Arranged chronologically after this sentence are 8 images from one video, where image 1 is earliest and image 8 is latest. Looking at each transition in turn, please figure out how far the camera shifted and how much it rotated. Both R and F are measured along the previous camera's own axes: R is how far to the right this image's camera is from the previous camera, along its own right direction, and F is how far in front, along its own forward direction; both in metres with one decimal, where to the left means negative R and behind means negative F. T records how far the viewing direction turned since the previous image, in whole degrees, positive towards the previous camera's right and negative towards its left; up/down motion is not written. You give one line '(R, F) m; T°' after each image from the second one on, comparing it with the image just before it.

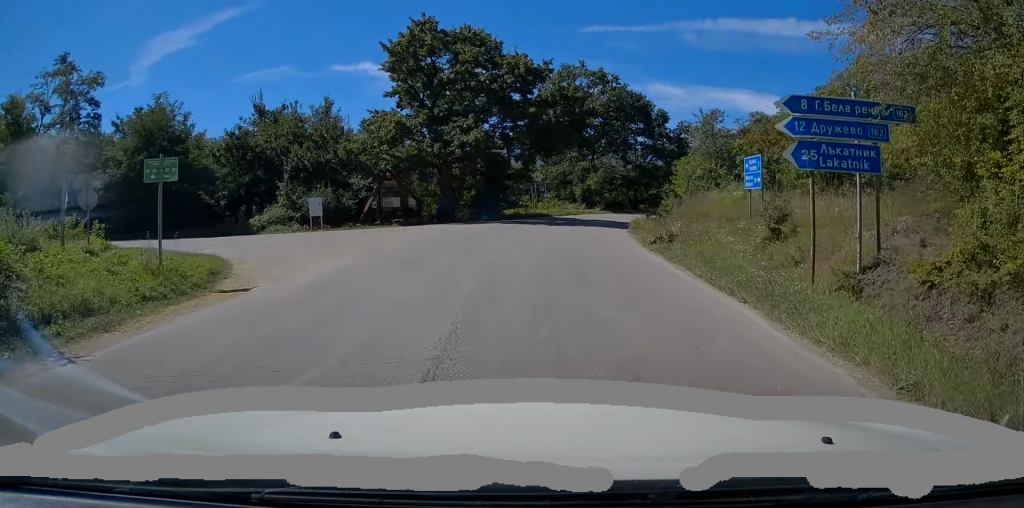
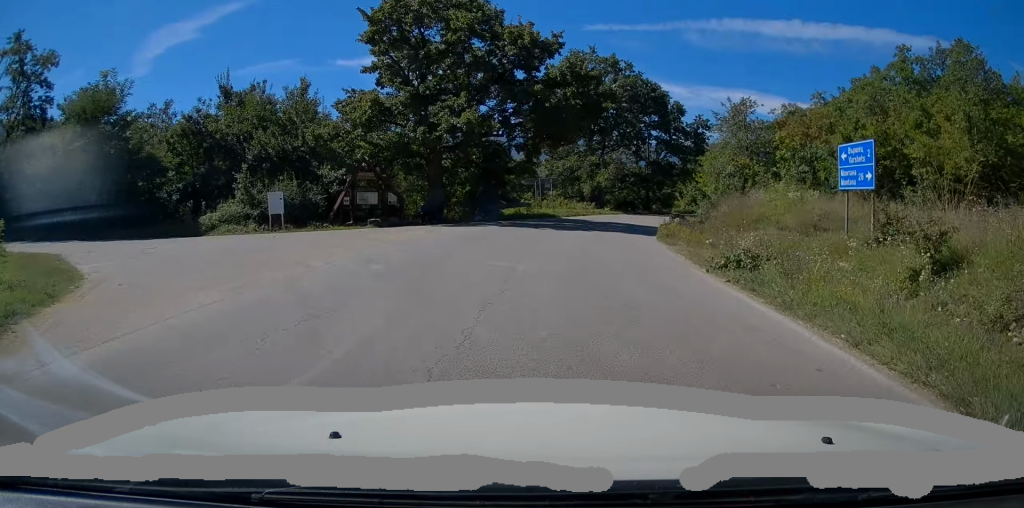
(0.0, +6.0) m; -5°
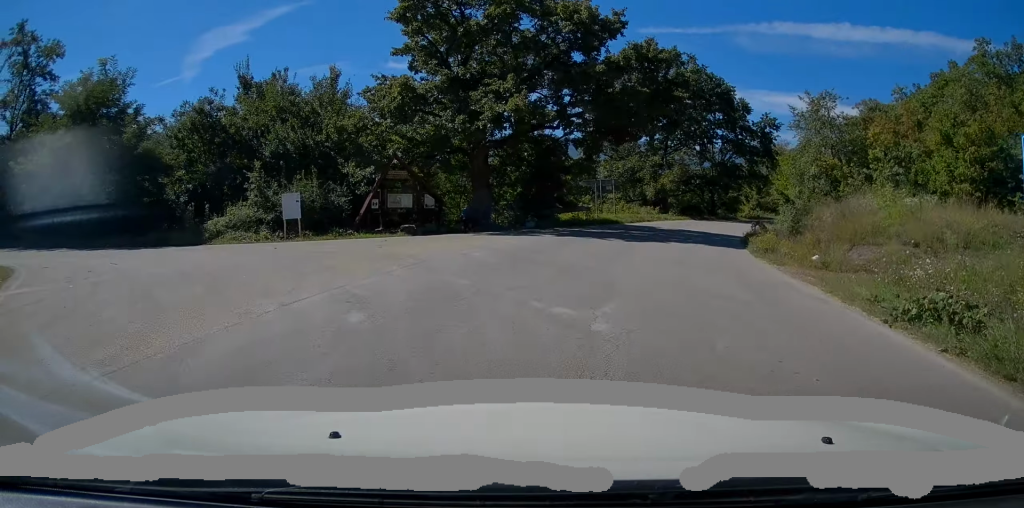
(+0.4, +4.6) m; -7°
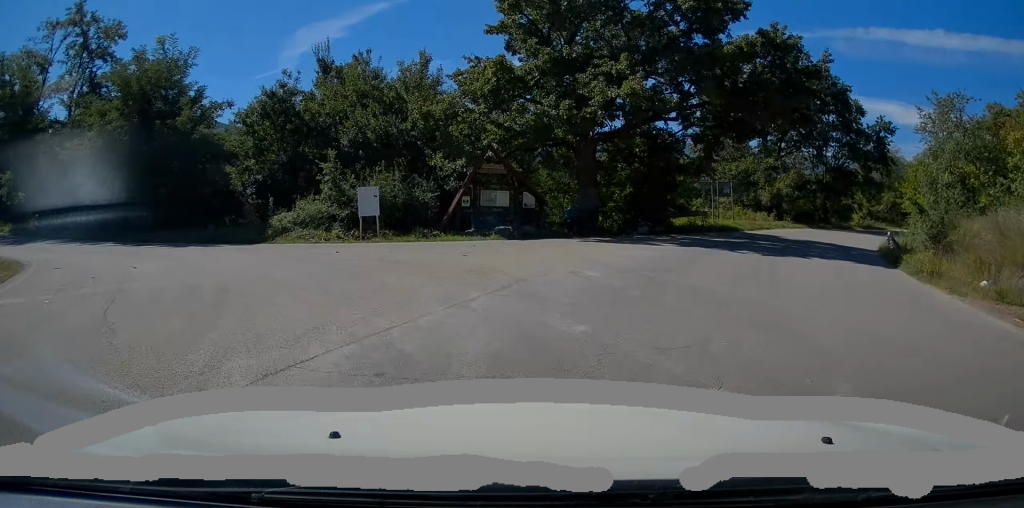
(-0.6, +3.0) m; -11°
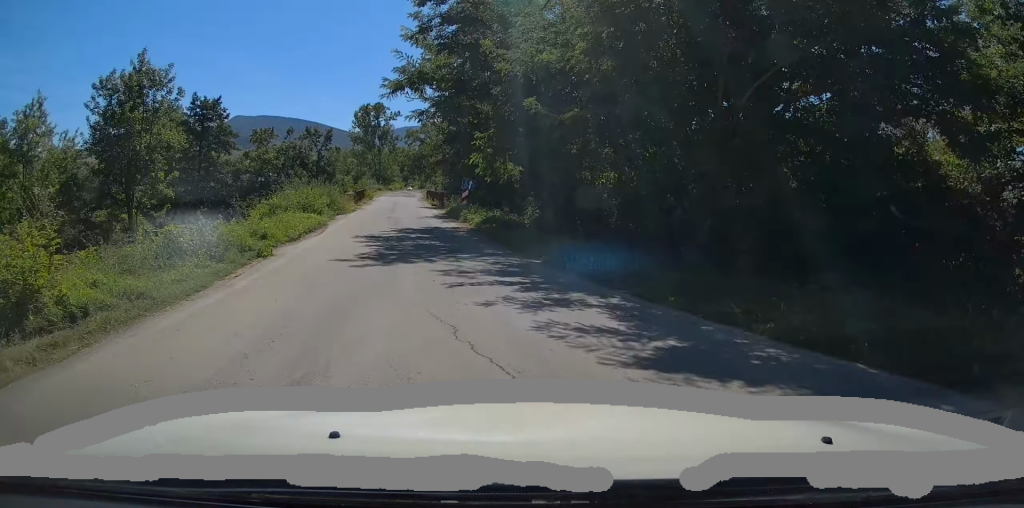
(-8.1, +14.0) m; -50°
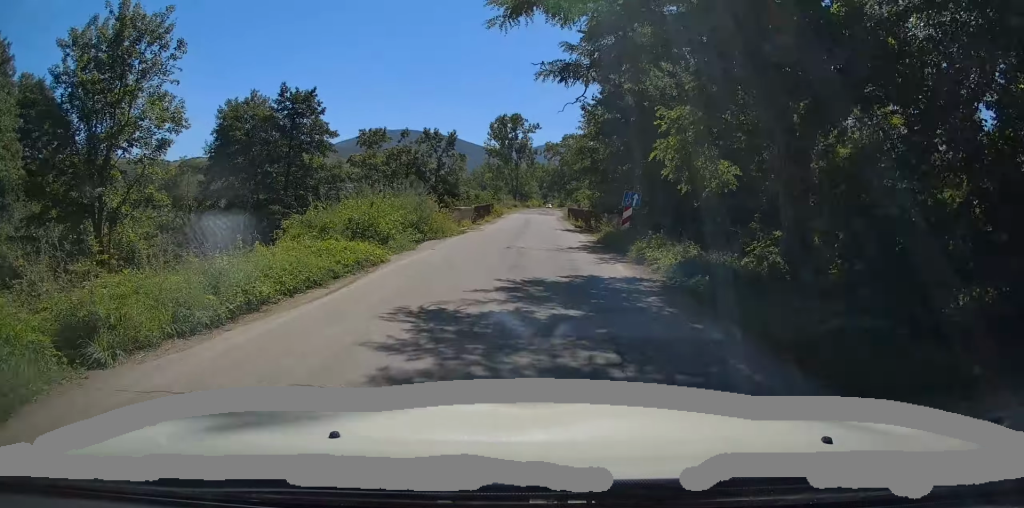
(-1.0, +10.8) m; -6°
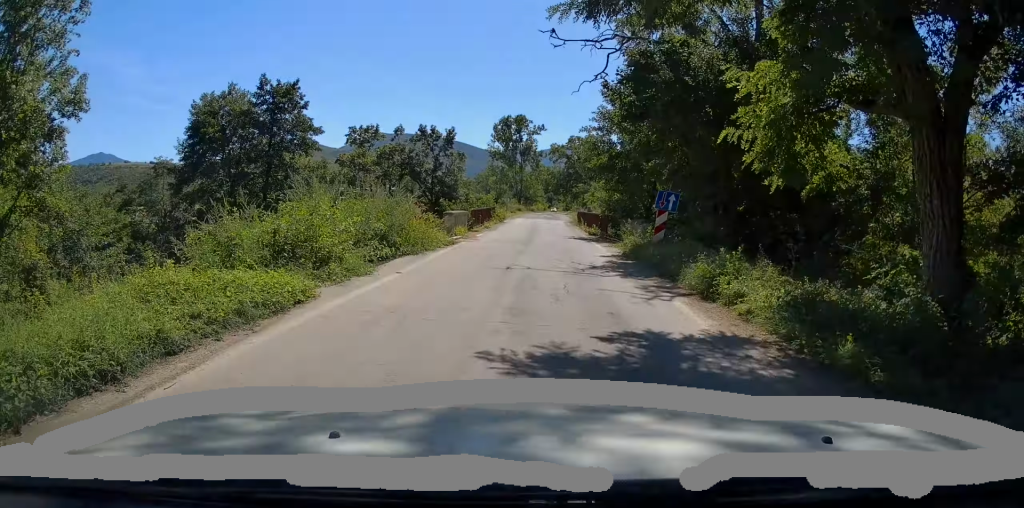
(+0.1, +4.9) m; +1°
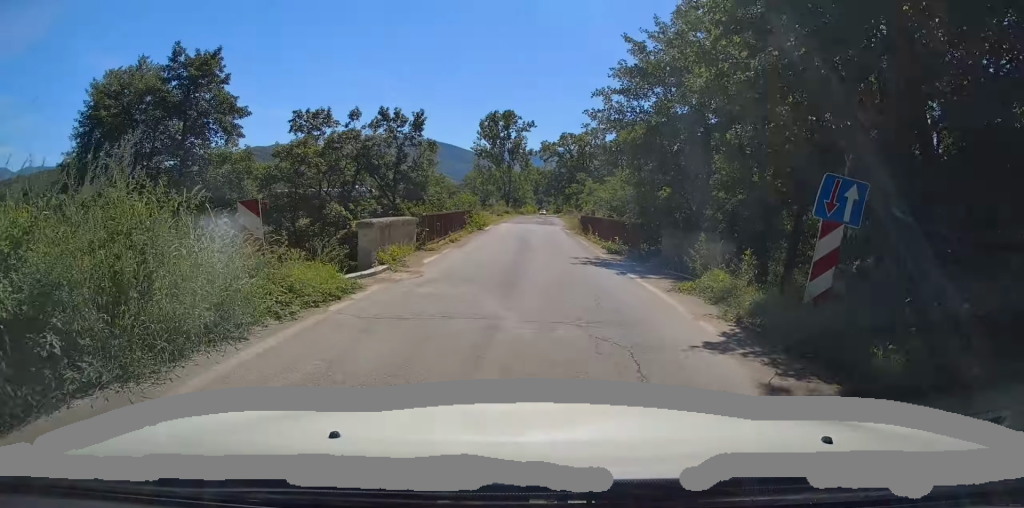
(+0.1, +10.1) m; +1°
